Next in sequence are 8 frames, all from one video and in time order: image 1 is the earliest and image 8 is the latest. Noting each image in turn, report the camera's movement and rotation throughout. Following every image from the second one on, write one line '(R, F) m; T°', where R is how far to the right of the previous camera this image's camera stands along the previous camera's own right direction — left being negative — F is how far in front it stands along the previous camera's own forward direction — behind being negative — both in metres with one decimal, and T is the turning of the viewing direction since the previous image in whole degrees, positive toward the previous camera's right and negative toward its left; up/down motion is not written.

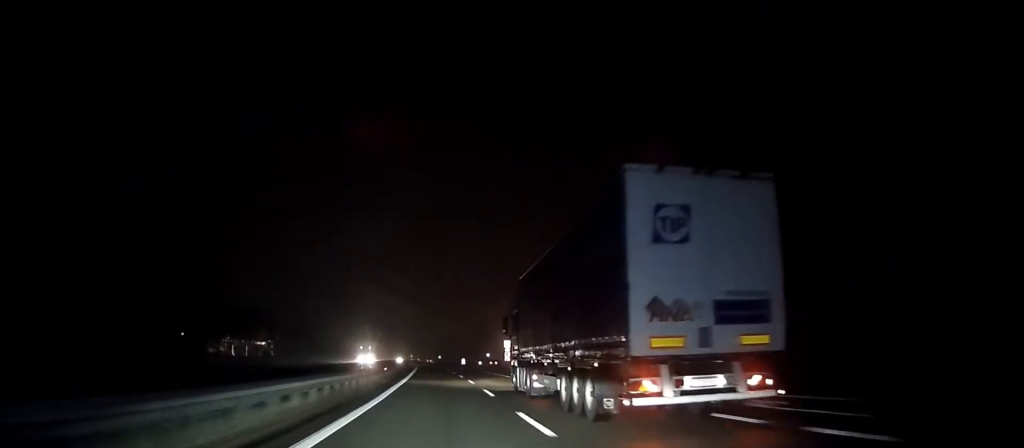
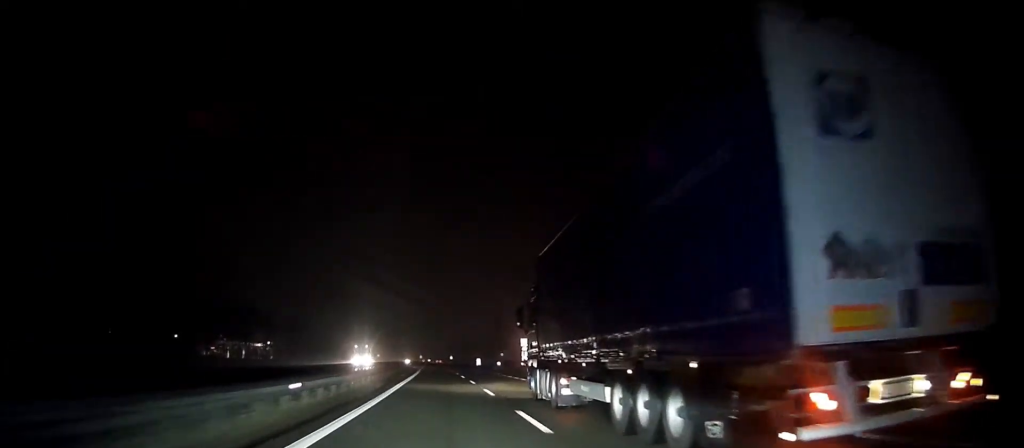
(-0.3, +23.4) m; -2°
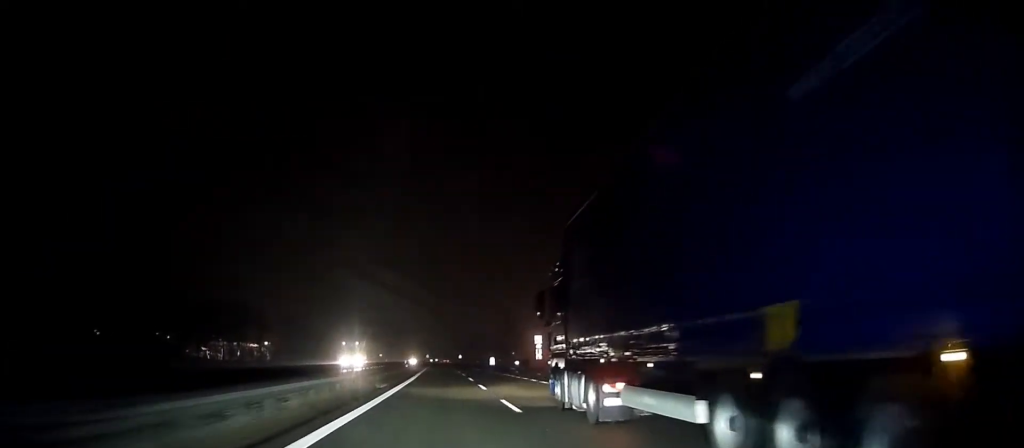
(-0.4, +19.3) m; -1°
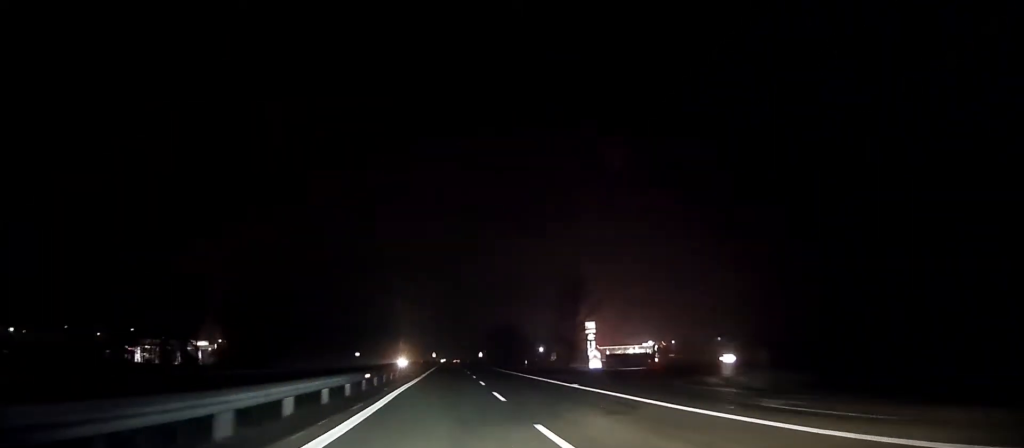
(-0.7, +79.2) m; -1°
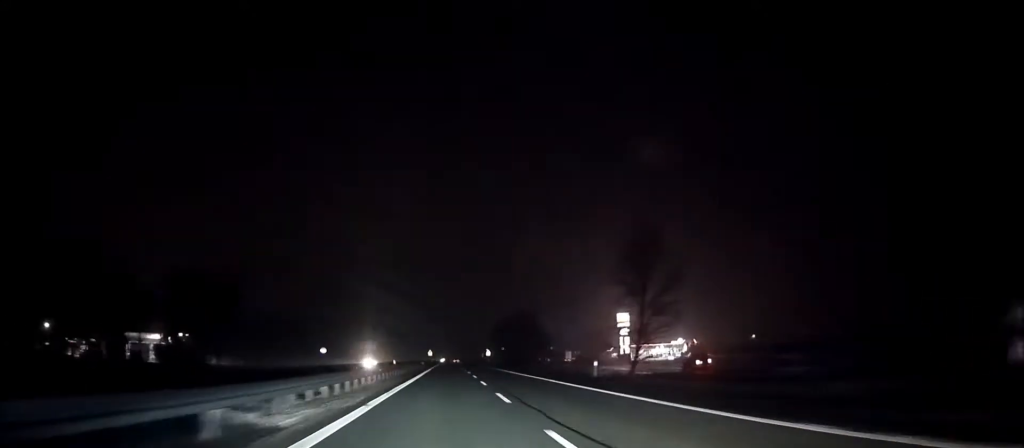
(-0.3, +36.5) m; 0°
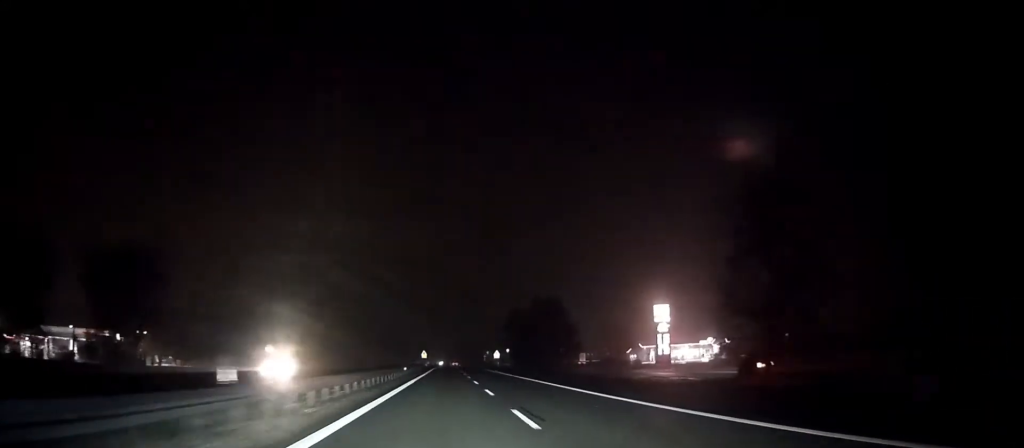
(0.0, +29.3) m; 0°
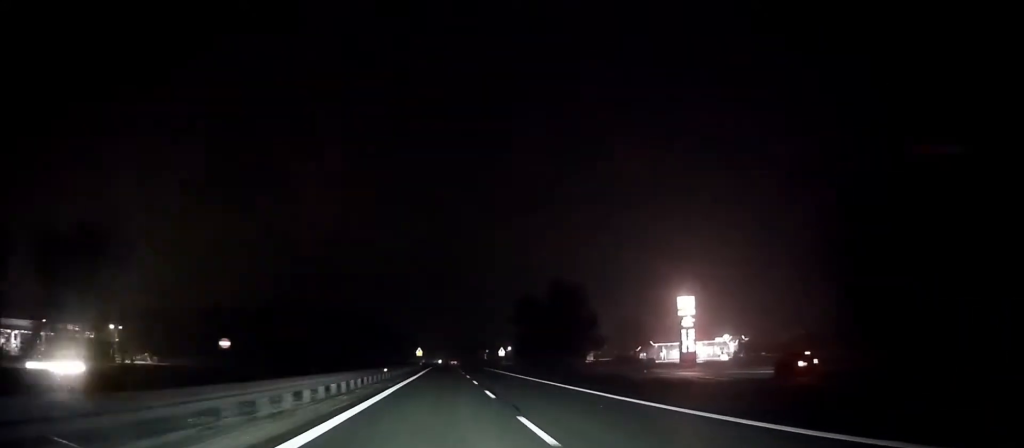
(0.0, +14.1) m; 0°
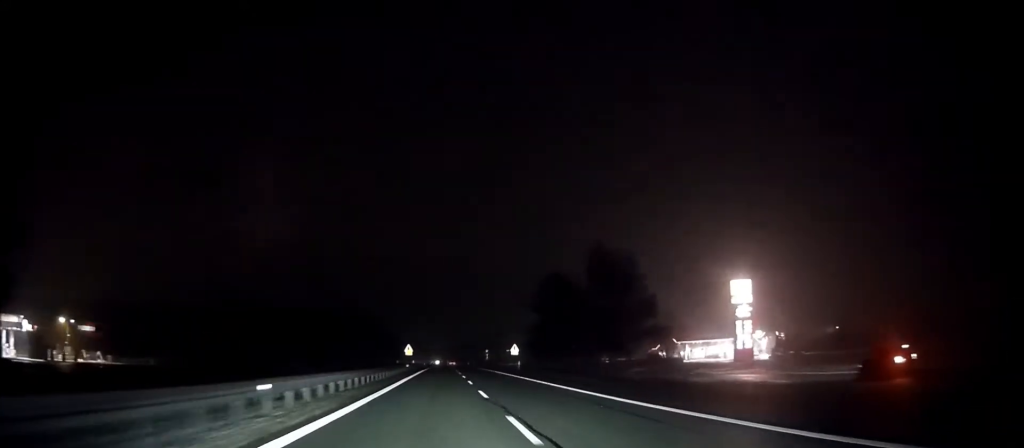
(0.0, +23.1) m; 0°
